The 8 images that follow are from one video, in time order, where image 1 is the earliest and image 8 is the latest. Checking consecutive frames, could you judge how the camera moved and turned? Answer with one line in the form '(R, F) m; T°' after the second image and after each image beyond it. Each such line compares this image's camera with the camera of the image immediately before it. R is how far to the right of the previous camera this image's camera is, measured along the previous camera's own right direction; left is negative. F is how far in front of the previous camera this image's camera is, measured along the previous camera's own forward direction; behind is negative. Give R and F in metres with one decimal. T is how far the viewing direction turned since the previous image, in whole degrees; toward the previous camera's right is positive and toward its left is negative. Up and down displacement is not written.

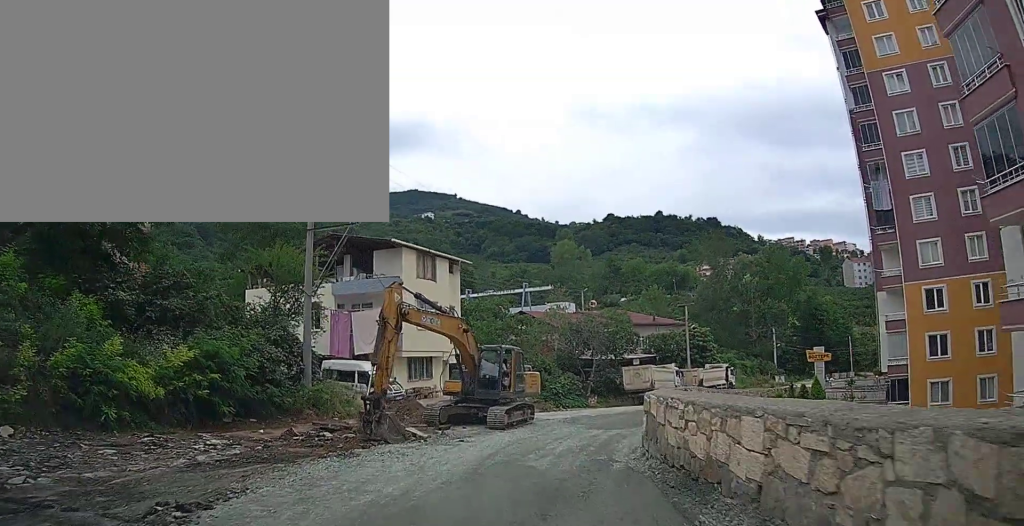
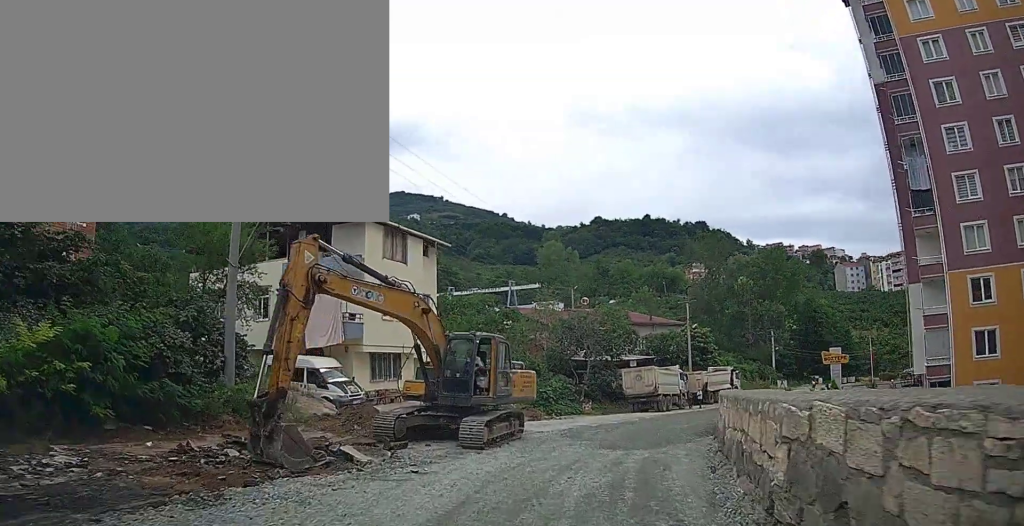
(+0.1, +5.5) m; +2°
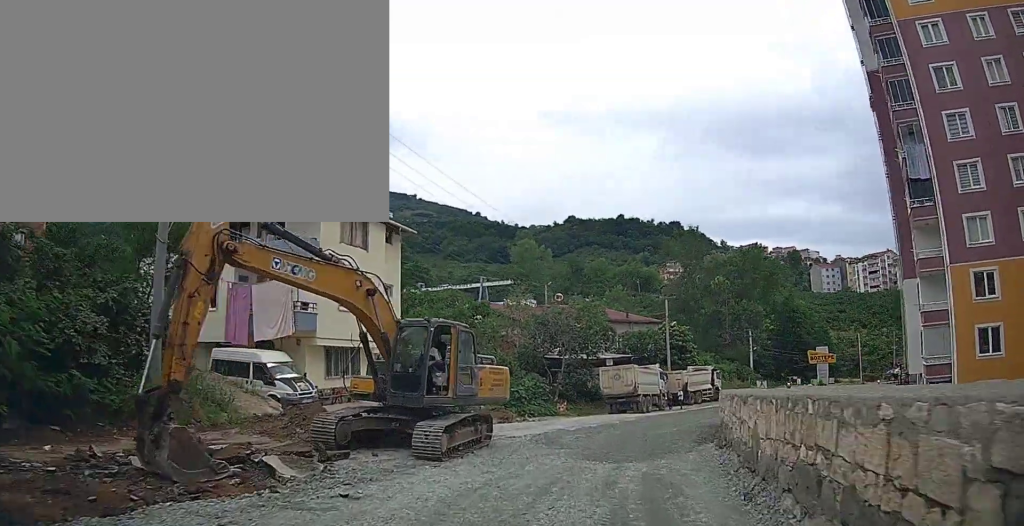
(0.0, +2.7) m; +1°
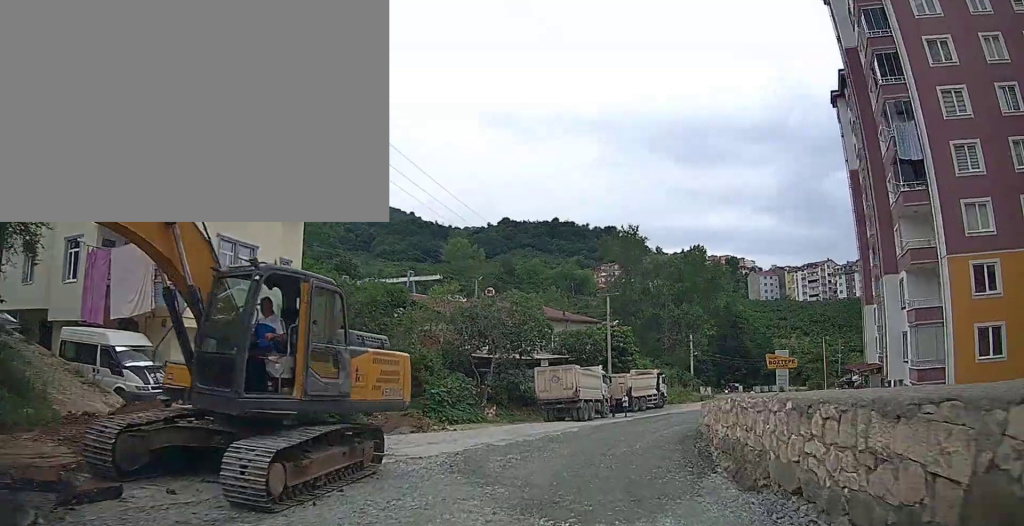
(+0.1, +4.9) m; +3°
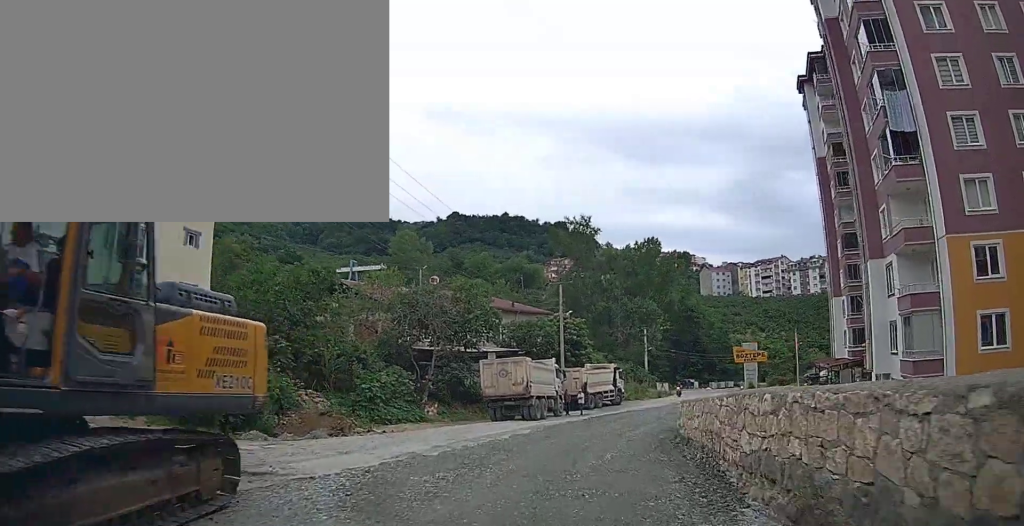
(+0.1, +3.9) m; +4°
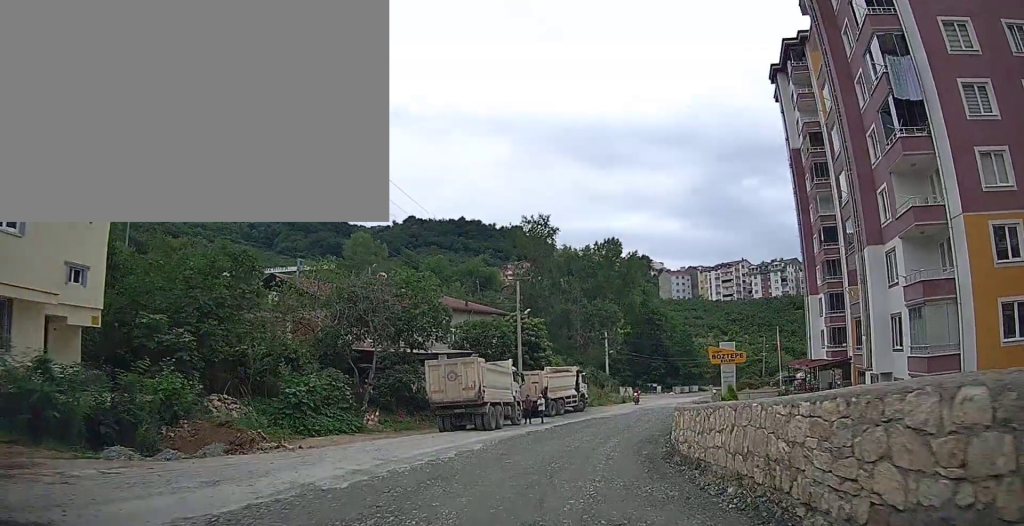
(+0.1, +3.9) m; +4°
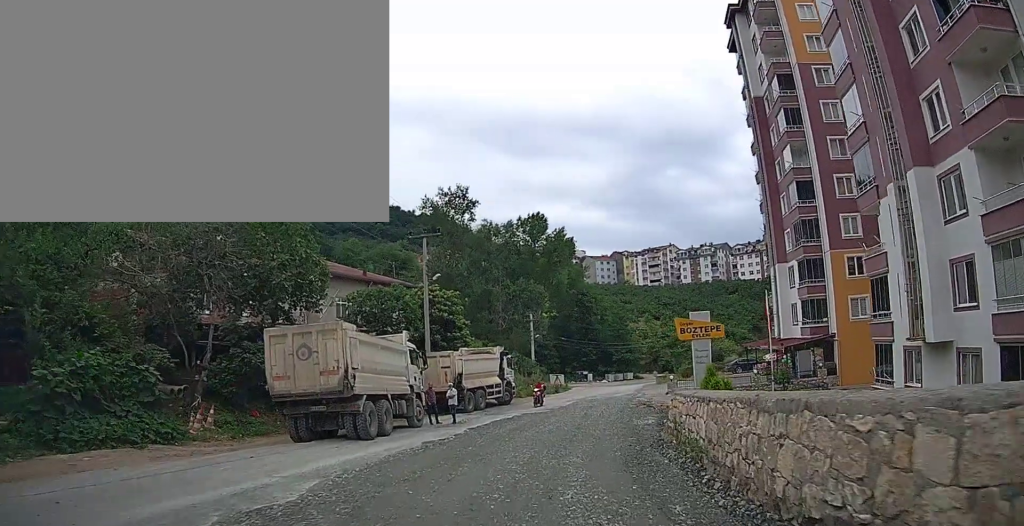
(+1.0, +9.4) m; +10°
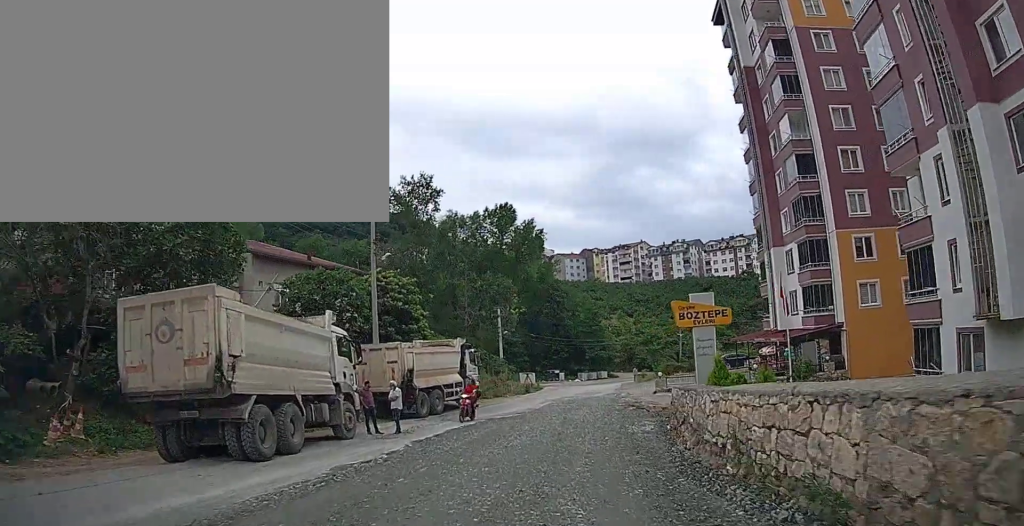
(+0.2, +5.1) m; +5°
